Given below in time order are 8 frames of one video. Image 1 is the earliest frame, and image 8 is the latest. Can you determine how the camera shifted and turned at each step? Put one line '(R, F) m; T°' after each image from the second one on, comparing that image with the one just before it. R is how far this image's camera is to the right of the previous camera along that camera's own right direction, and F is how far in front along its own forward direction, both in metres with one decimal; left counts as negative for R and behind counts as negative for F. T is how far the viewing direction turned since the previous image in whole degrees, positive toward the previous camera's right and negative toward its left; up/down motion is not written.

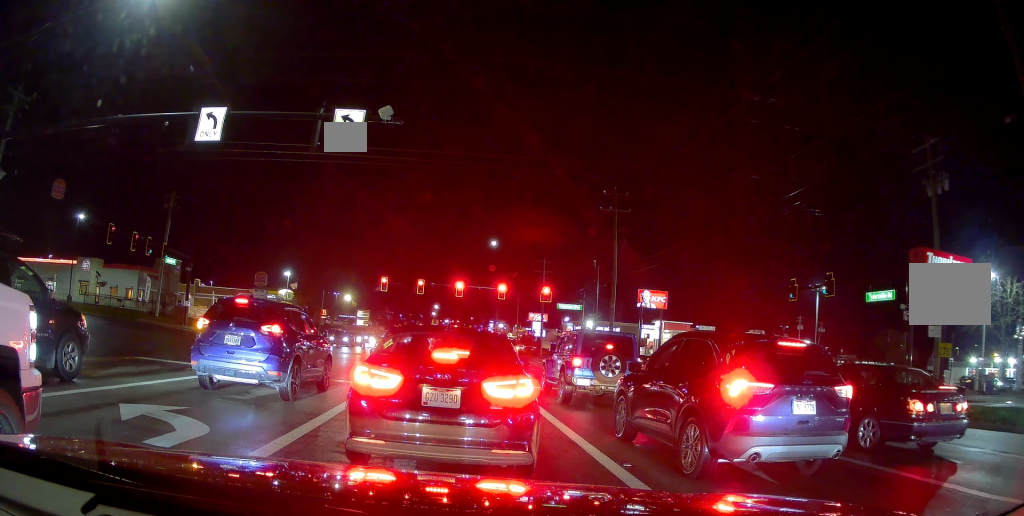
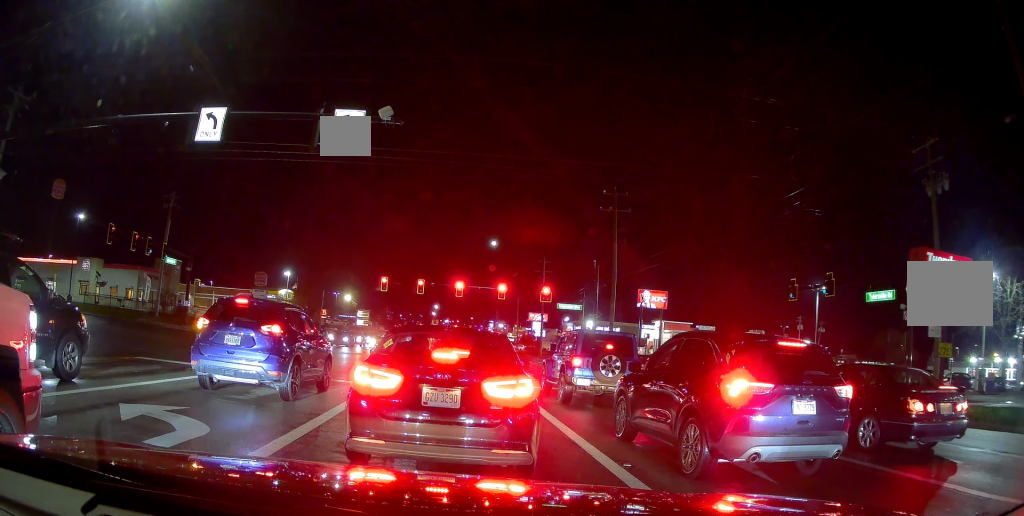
(0.0, 0.0) m; 0°
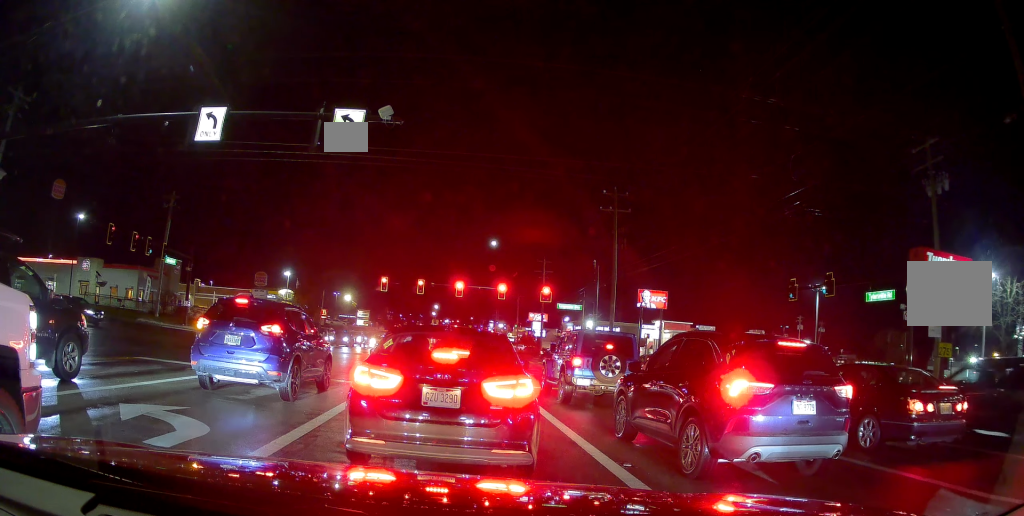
(0.0, 0.0) m; 0°
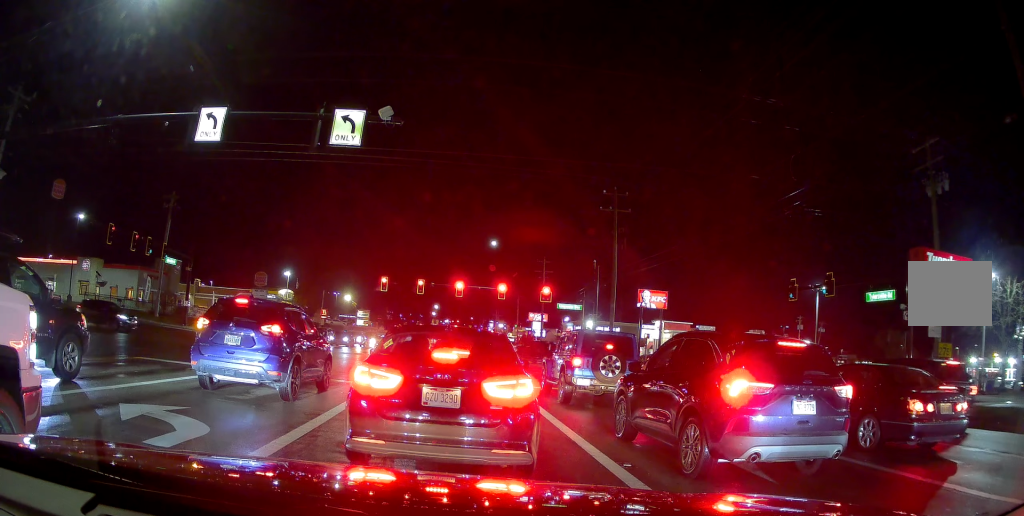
(0.0, 0.0) m; 0°
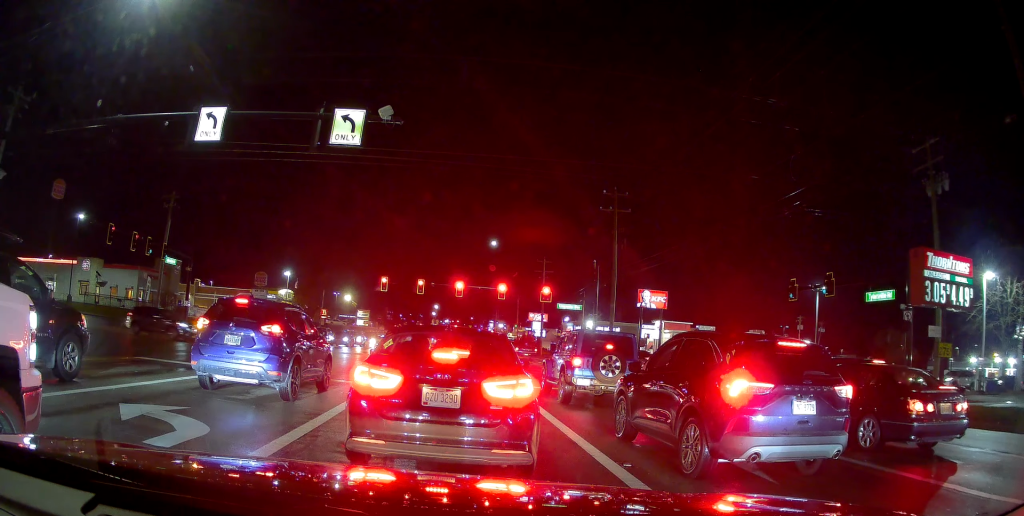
(0.0, 0.0) m; 0°
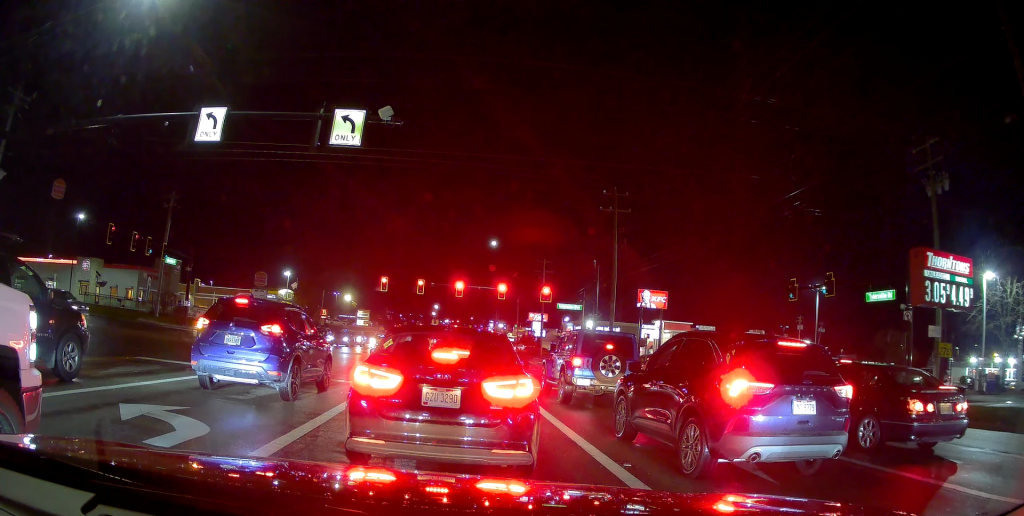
(0.0, 0.0) m; 0°
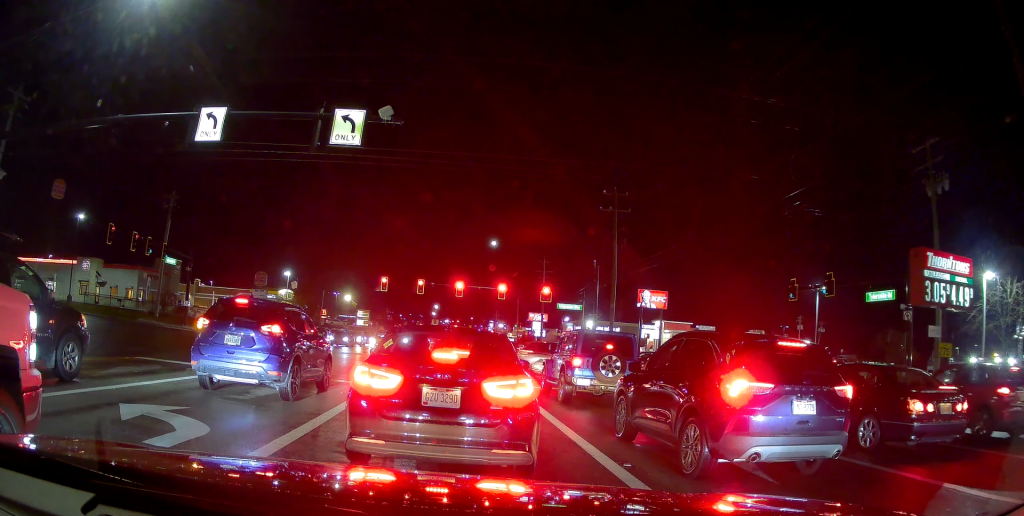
(0.0, 0.0) m; 0°
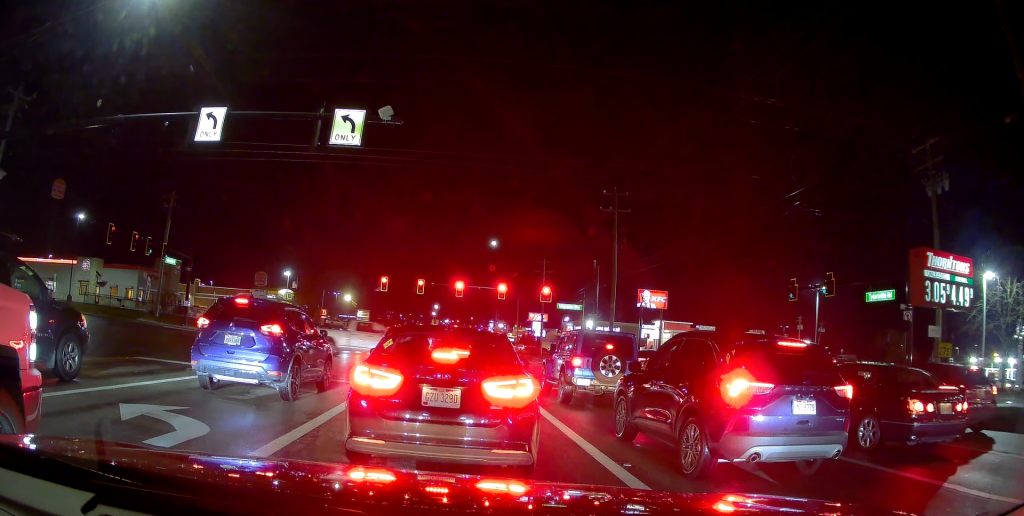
(0.0, 0.0) m; 0°
